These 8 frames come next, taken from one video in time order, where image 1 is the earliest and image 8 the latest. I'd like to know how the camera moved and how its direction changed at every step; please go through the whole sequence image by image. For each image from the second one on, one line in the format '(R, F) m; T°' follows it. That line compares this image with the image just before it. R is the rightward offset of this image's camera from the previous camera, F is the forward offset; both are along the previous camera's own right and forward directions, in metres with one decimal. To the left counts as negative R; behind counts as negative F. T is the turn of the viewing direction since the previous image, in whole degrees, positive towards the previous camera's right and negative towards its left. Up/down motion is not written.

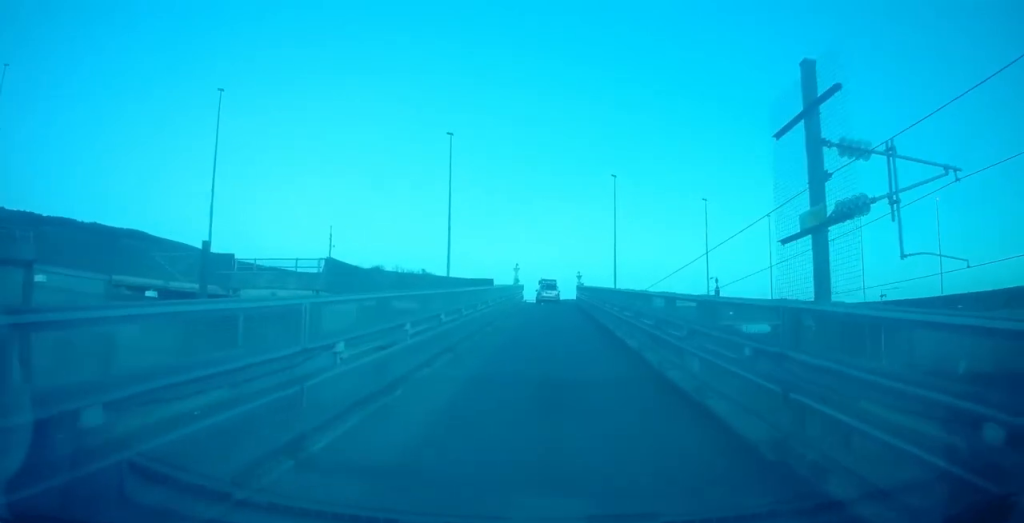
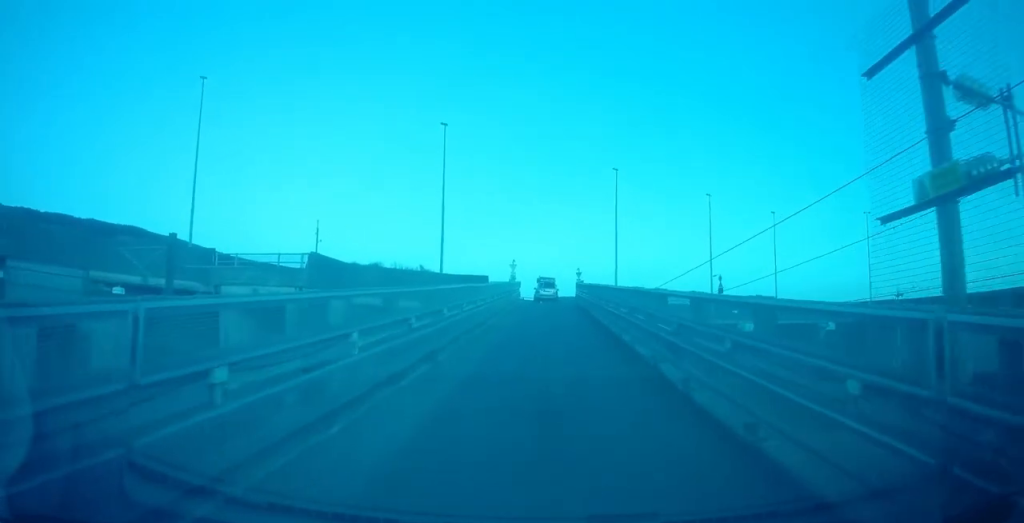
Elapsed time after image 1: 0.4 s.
(+0.1, +2.5) m; -1°
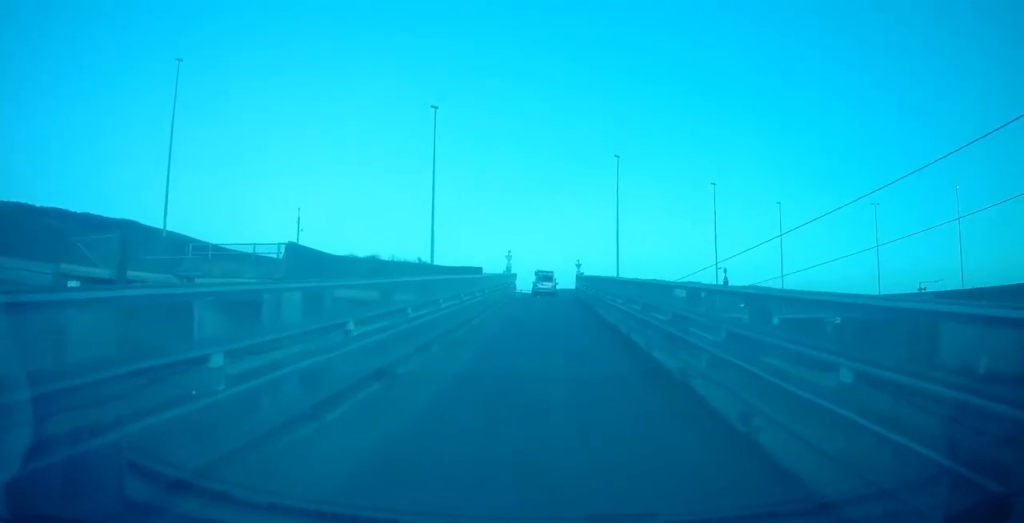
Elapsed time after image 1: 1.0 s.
(-0.2, +3.1) m; -3°
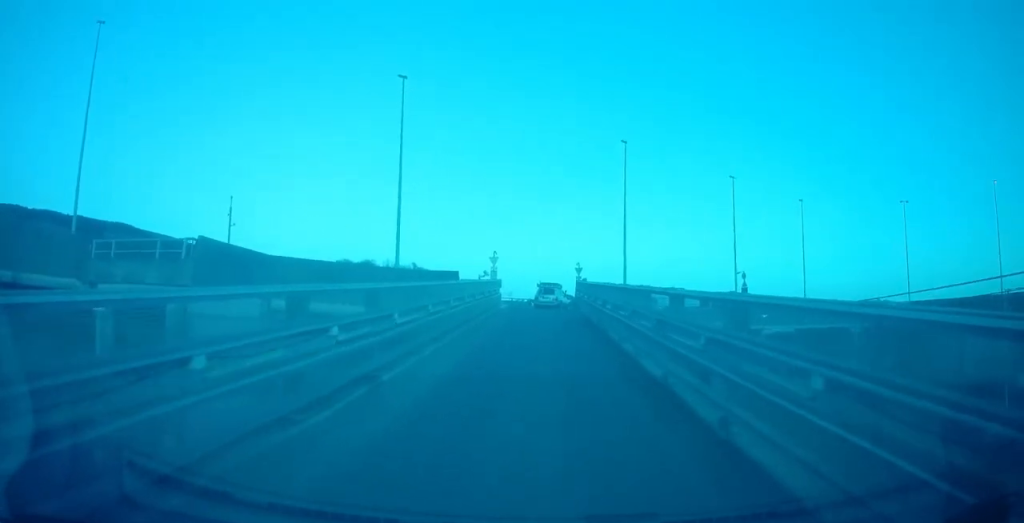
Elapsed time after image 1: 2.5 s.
(-0.3, +9.2) m; 0°
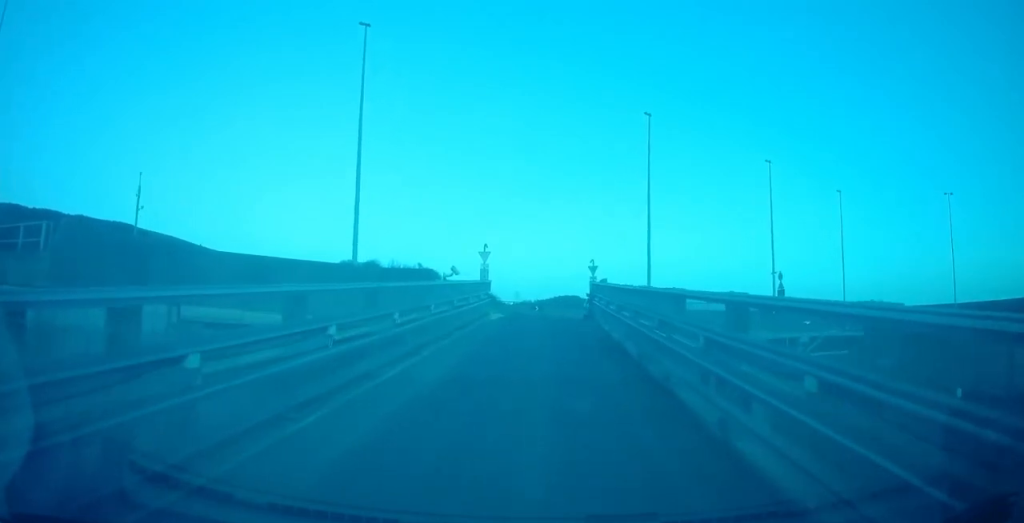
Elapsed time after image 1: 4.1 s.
(+0.7, +9.4) m; +3°
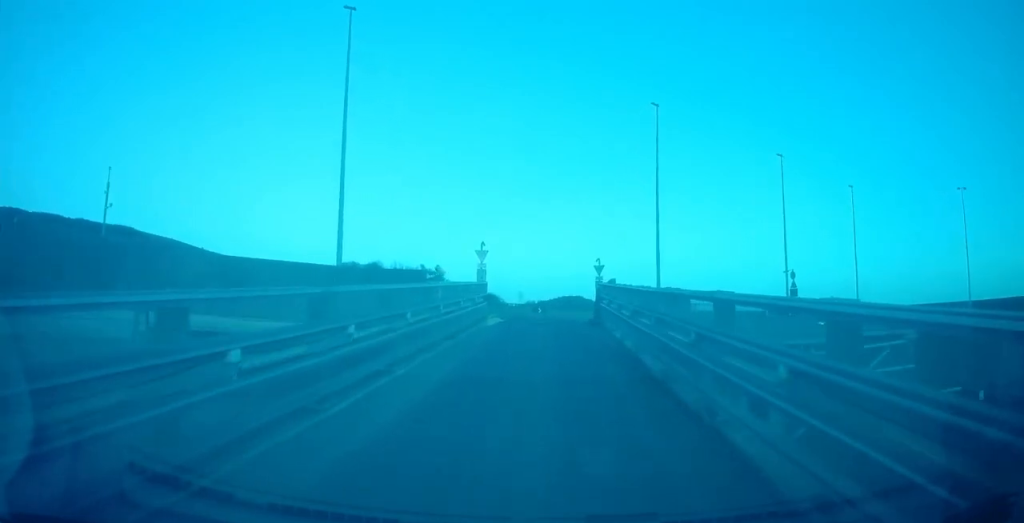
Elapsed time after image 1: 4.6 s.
(-0.1, +2.5) m; -2°
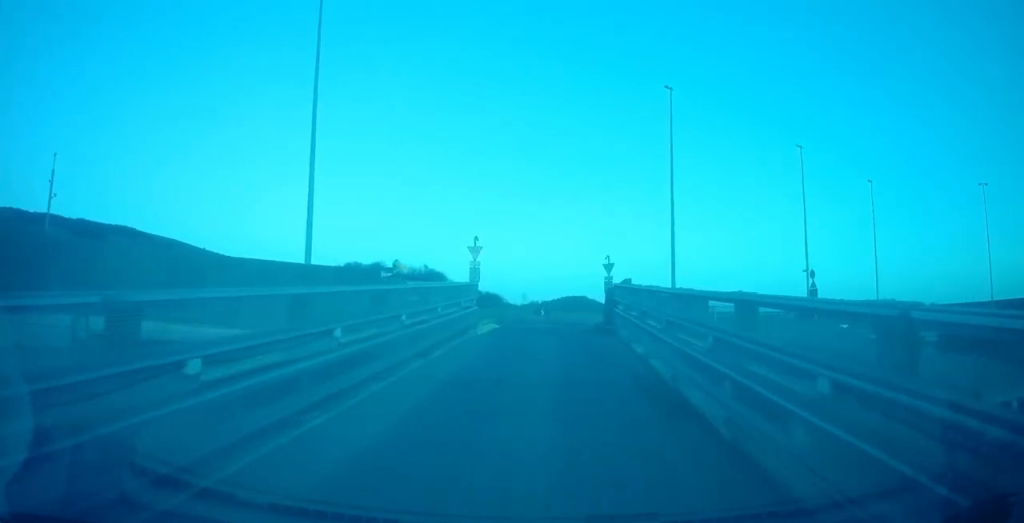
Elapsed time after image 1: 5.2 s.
(-0.3, +3.9) m; -4°
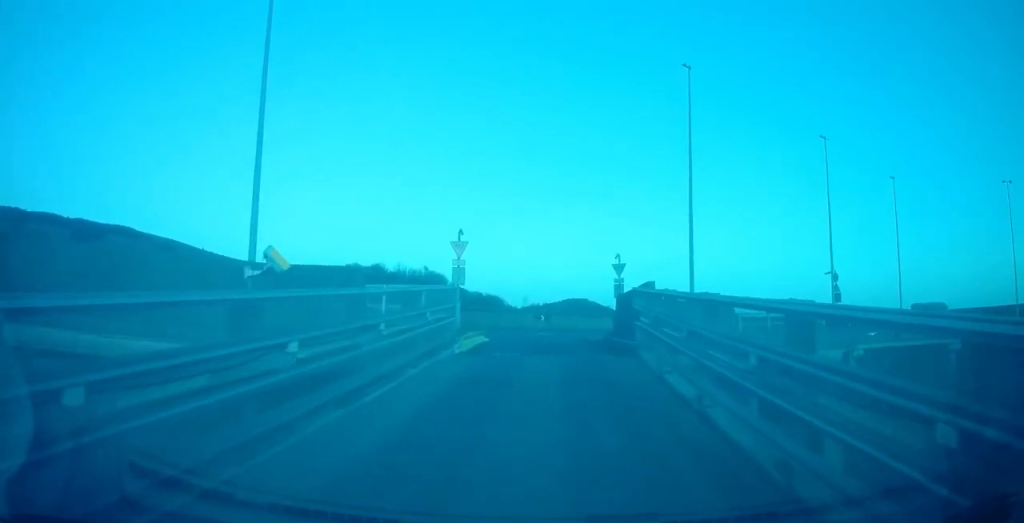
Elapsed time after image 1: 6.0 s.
(0.0, +4.5) m; 0°
